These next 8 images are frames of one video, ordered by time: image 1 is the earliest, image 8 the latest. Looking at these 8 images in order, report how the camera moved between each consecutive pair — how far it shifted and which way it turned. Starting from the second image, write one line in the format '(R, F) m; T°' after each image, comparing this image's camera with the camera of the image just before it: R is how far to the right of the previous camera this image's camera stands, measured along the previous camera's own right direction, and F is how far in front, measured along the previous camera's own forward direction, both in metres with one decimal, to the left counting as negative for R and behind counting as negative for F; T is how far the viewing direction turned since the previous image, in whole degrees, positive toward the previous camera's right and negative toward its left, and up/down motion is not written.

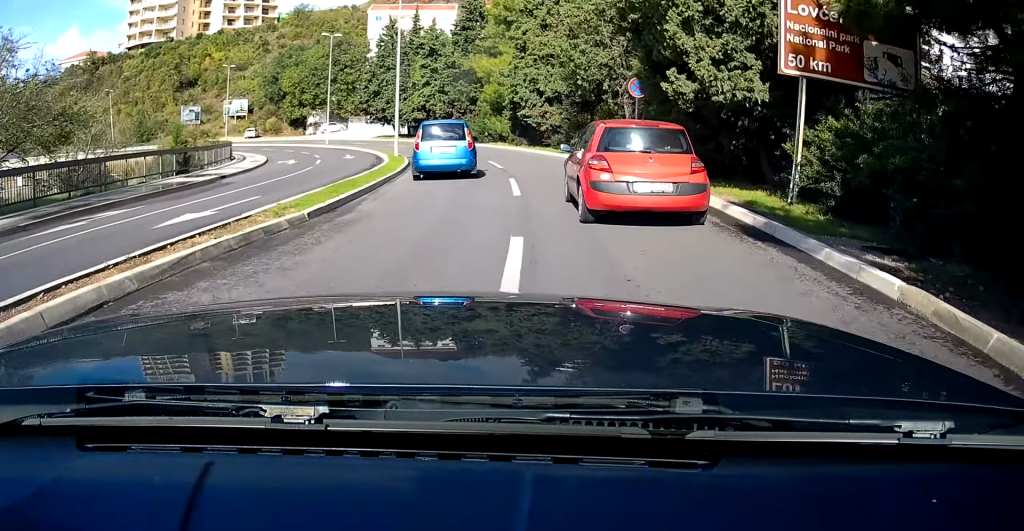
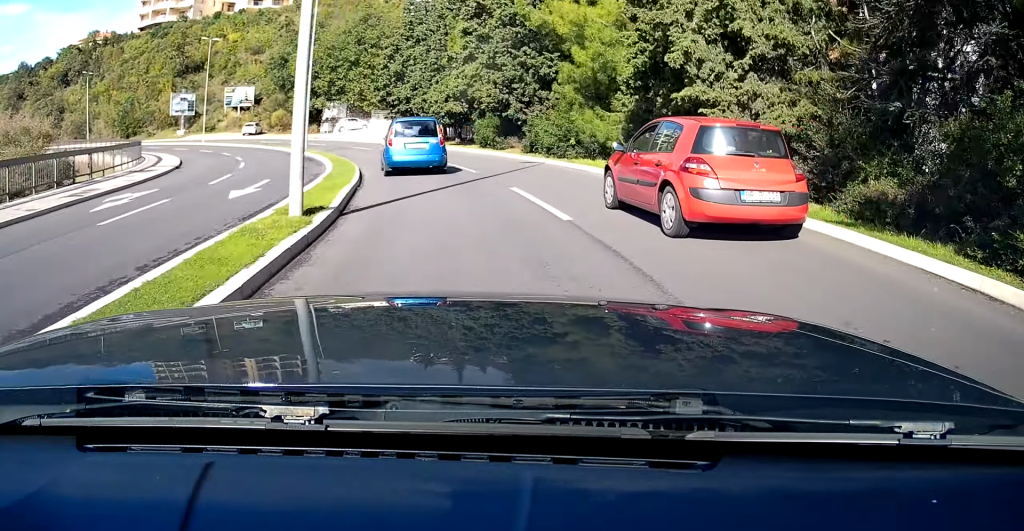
(-0.4, +23.2) m; -7°
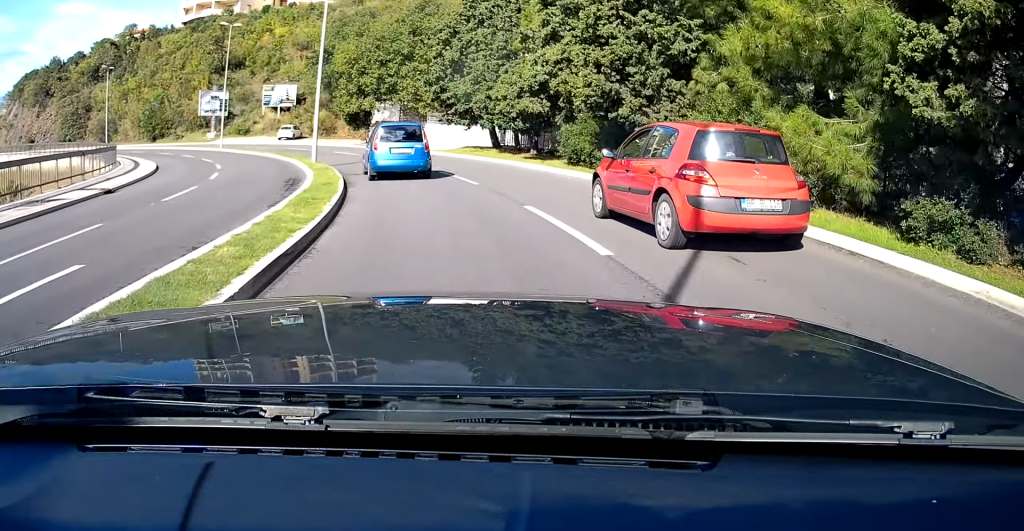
(+0.1, +11.1) m; -6°
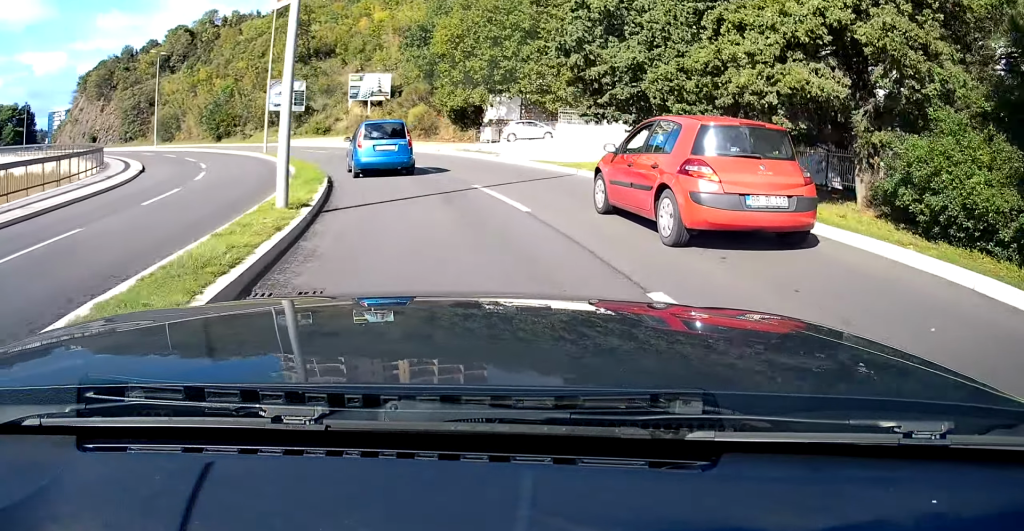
(-1.6, +16.0) m; -16°
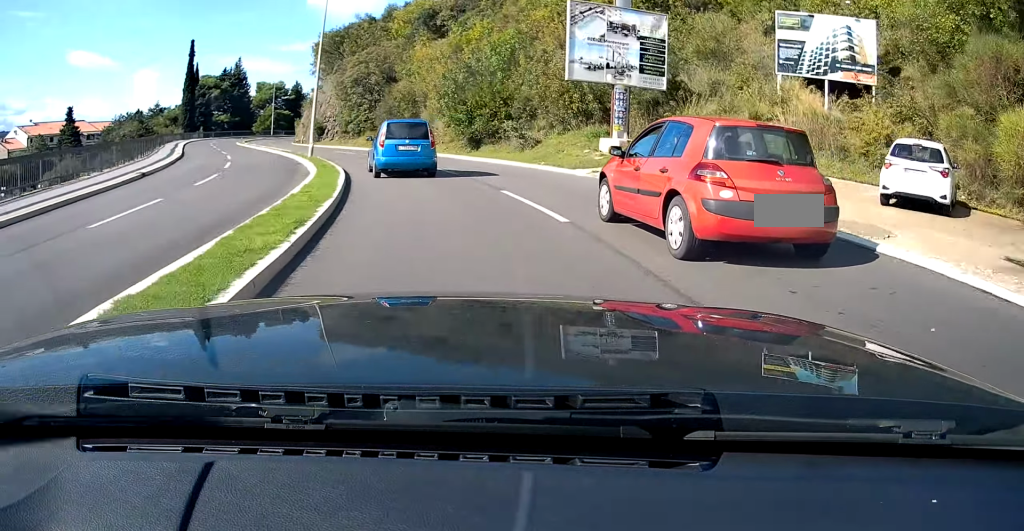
(-12.6, +34.0) m; -32°
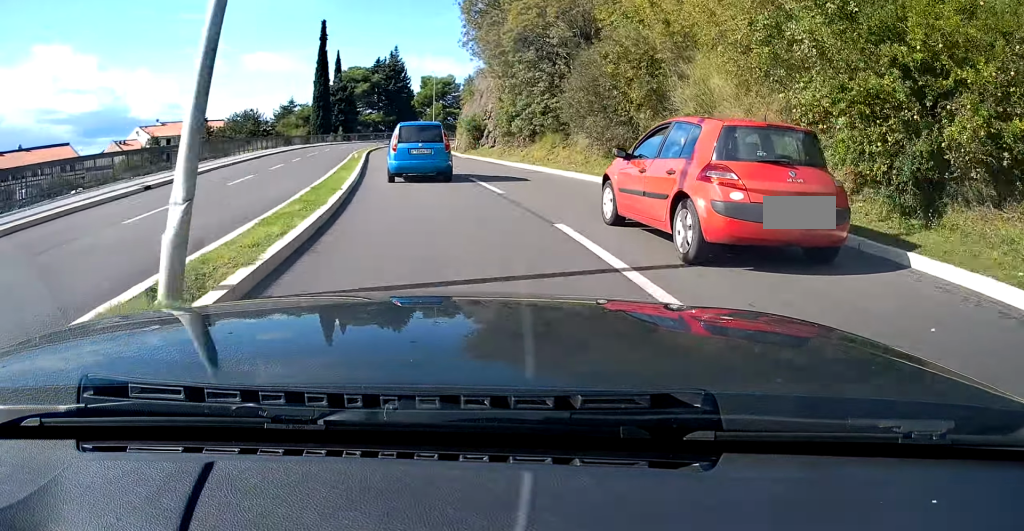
(-0.5, +24.2) m; -1°
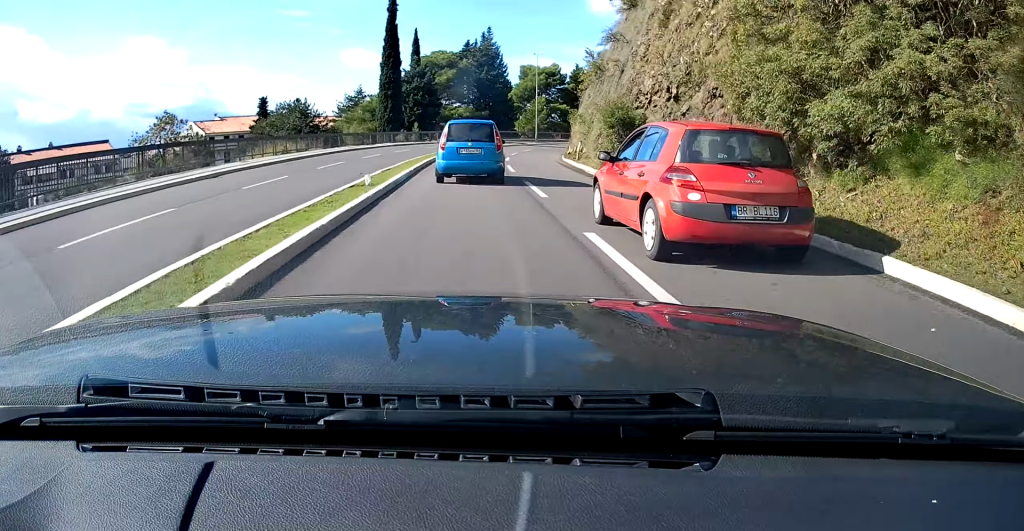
(0.0, +19.8) m; 0°
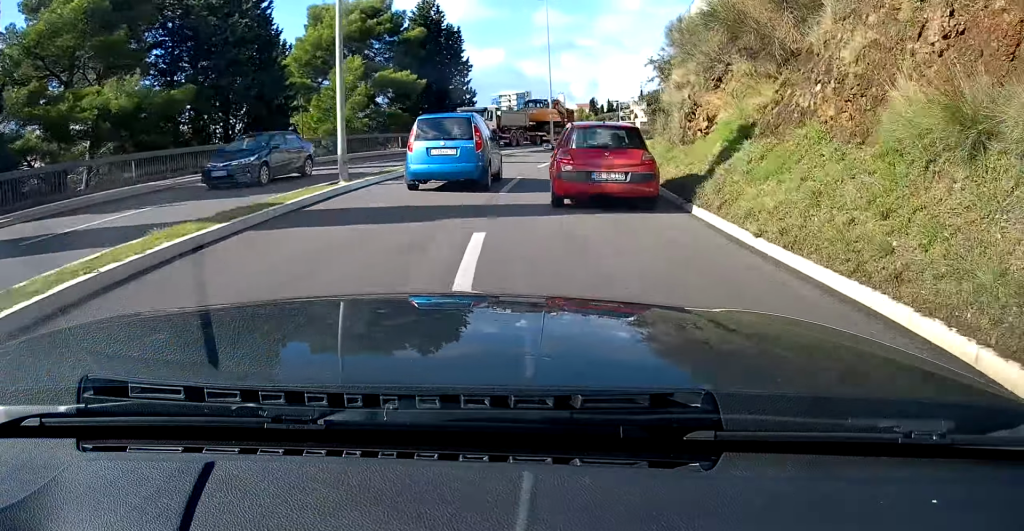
(+3.1, +59.1) m; +14°
